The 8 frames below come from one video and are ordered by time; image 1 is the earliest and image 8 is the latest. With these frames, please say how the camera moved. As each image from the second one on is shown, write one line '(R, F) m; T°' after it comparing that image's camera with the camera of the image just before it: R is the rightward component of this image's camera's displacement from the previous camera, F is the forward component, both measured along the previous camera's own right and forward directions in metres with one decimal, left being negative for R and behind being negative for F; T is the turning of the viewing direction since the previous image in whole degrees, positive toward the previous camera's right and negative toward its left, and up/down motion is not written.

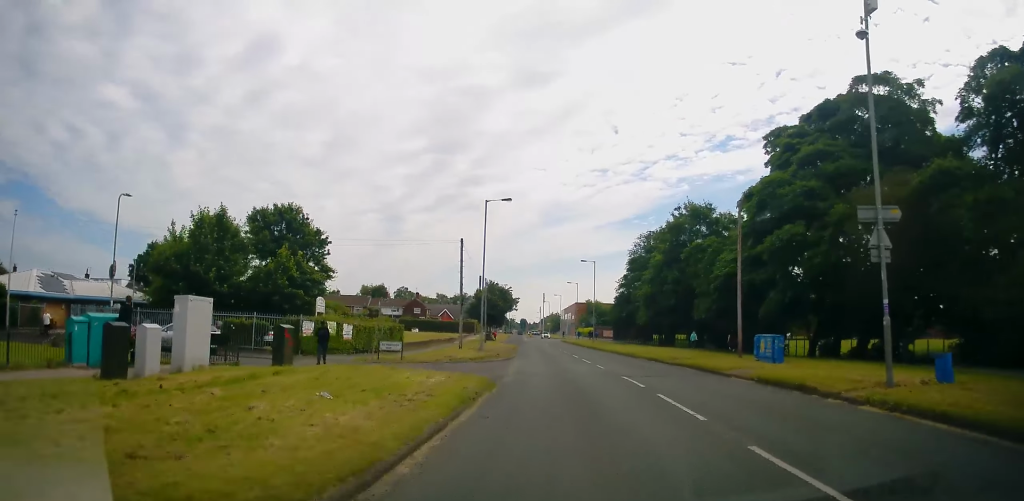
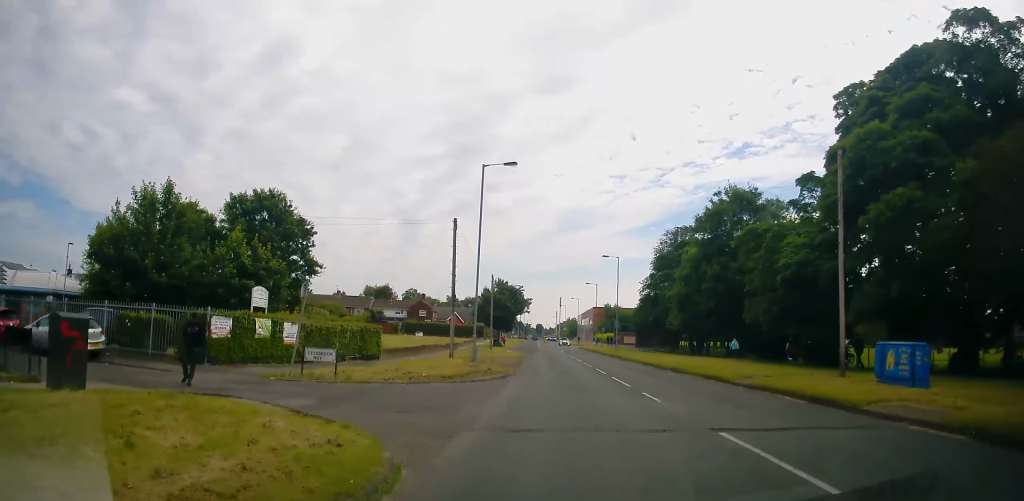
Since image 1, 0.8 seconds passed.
(-0.6, +9.8) m; -2°
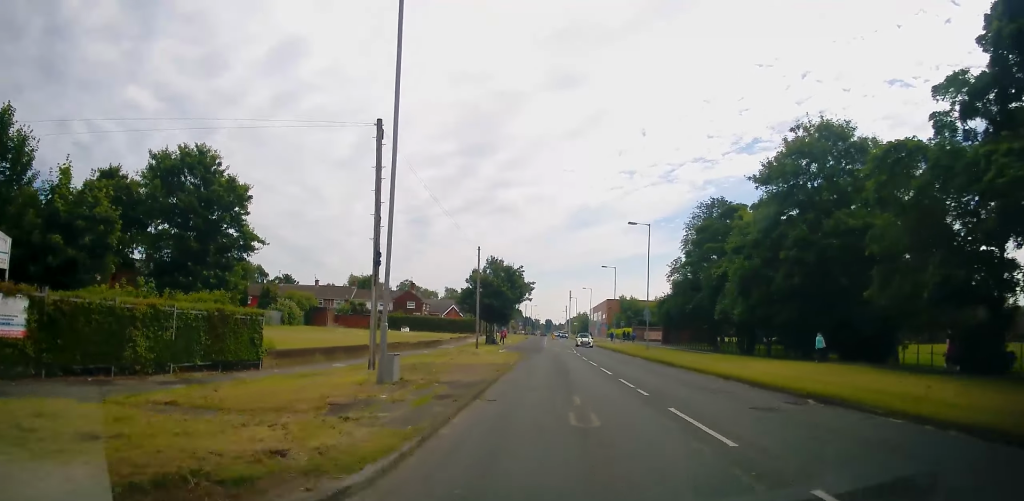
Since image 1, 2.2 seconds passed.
(+0.2, +16.5) m; 0°
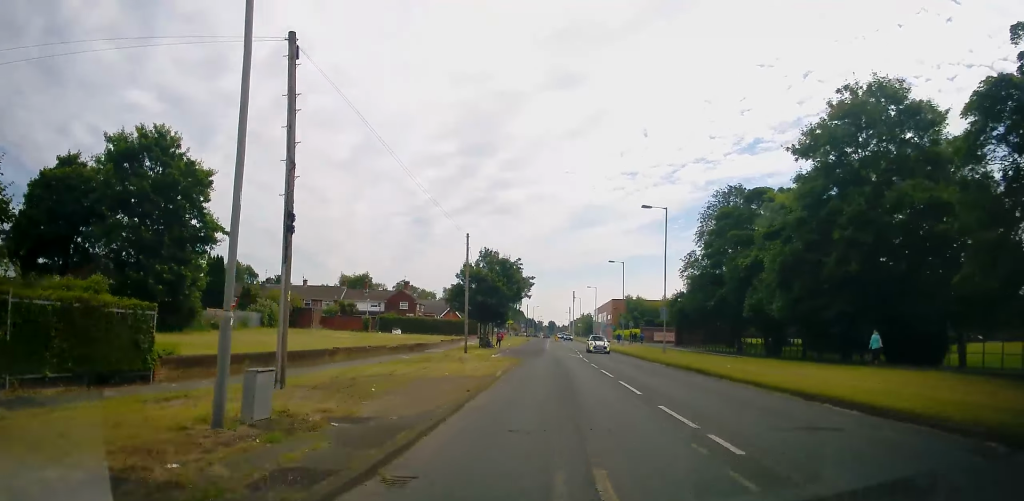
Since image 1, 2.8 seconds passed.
(-0.1, +6.7) m; -1°
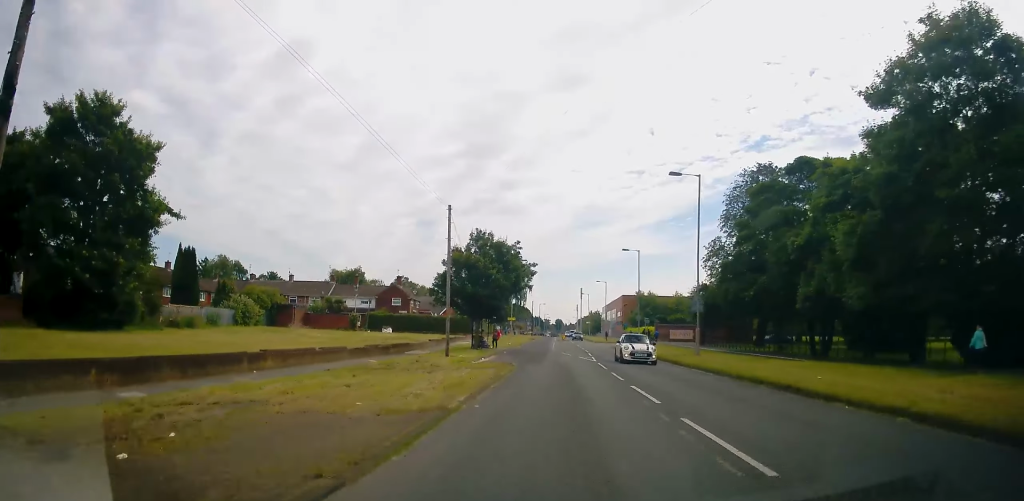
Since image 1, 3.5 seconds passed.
(-0.1, +8.3) m; -1°
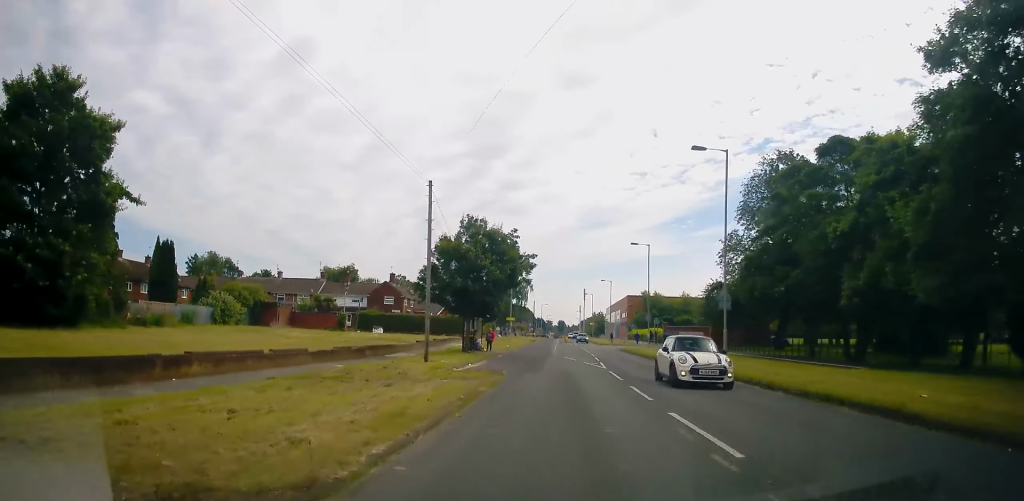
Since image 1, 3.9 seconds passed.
(0.0, +5.2) m; -1°
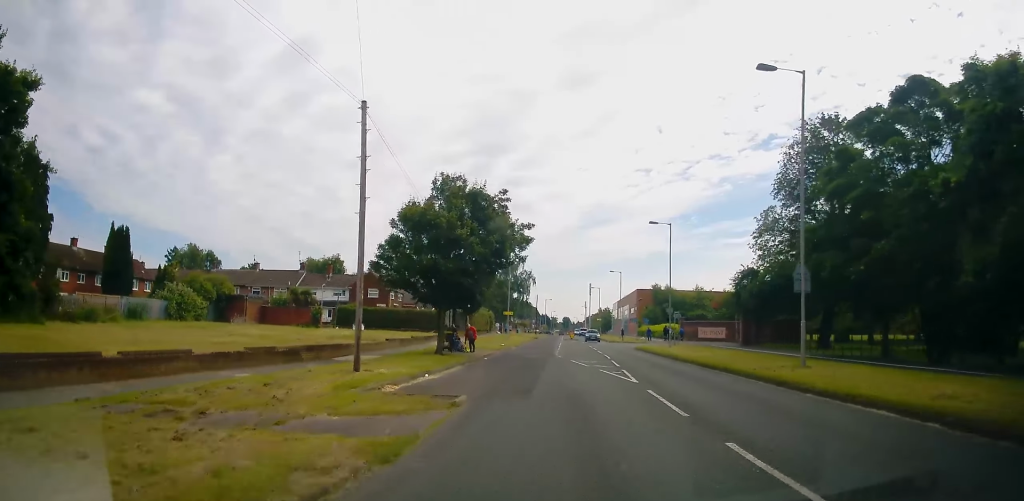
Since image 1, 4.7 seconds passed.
(-0.1, +9.1) m; -1°
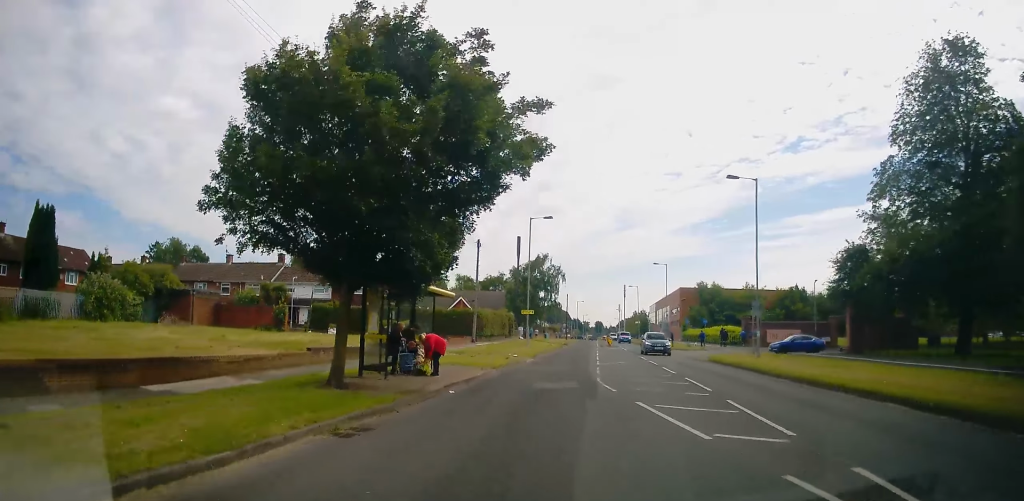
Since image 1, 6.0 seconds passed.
(-0.2, +15.2) m; -1°
